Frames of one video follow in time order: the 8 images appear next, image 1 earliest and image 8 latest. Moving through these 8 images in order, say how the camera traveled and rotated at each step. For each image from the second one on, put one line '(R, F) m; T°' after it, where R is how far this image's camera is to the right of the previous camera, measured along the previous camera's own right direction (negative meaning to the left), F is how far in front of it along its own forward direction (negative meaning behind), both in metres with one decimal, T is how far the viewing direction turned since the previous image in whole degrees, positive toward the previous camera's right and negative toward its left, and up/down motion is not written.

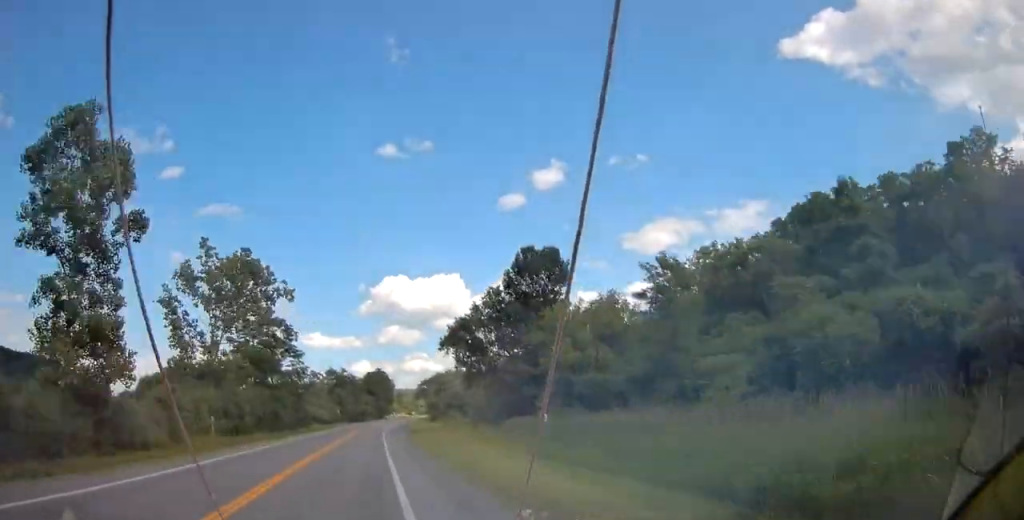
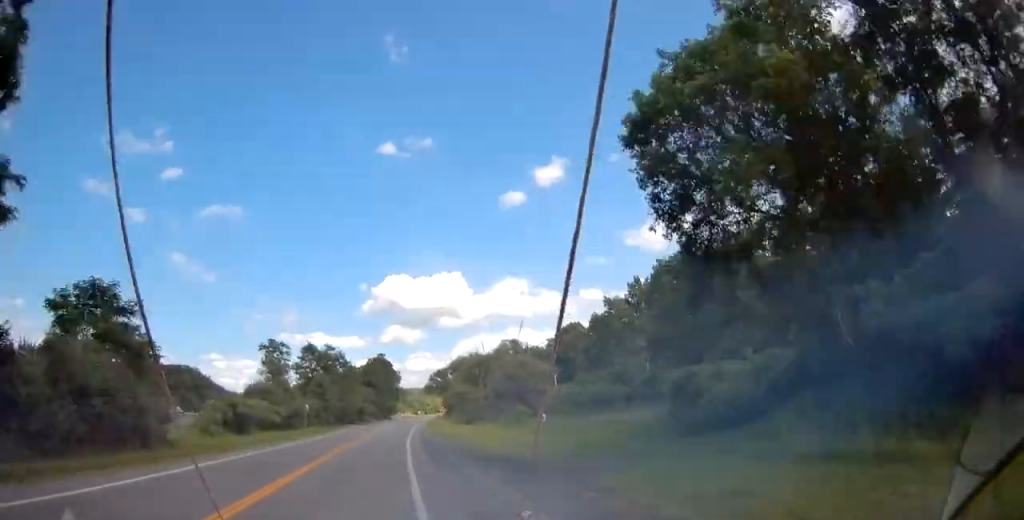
(-0.9, +58.7) m; +1°
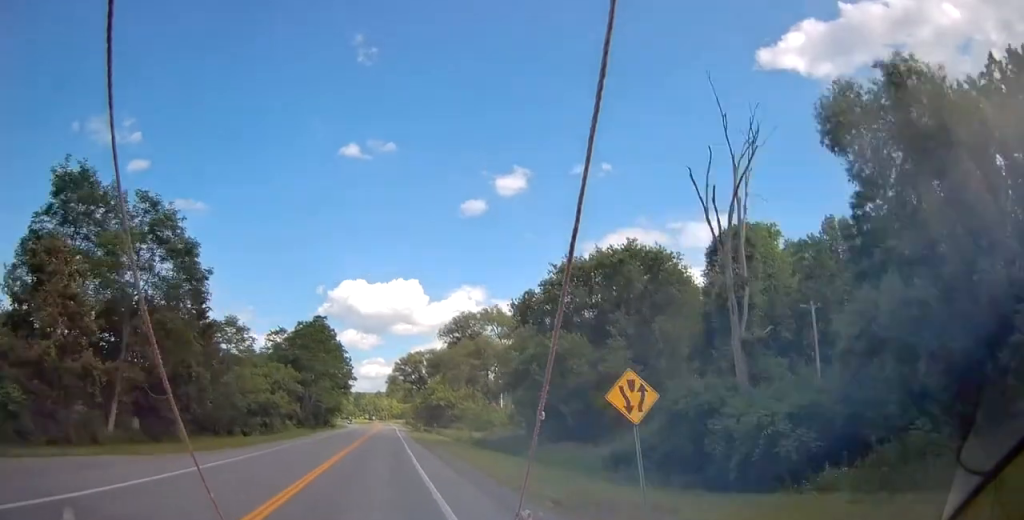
(+2.6, +83.7) m; +2°
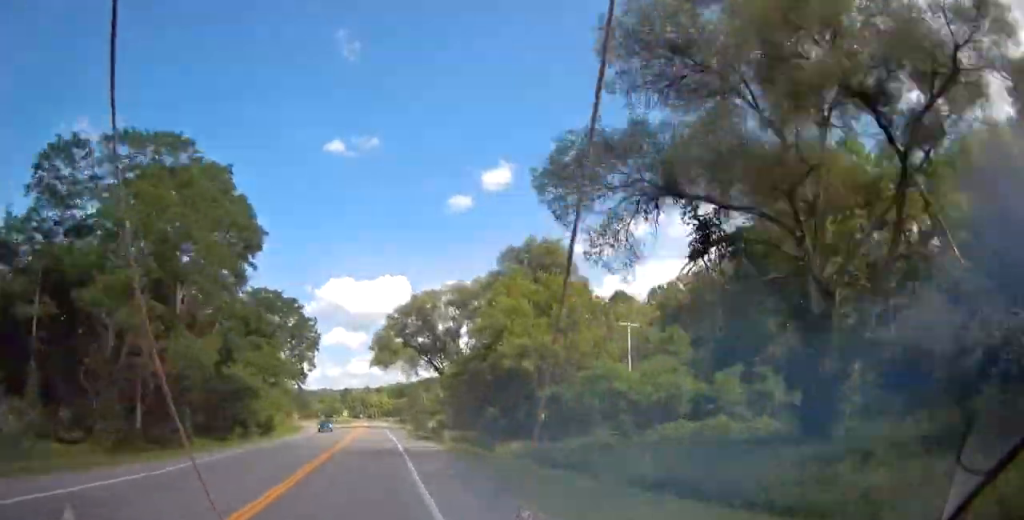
(+1.1, +73.8) m; +1°
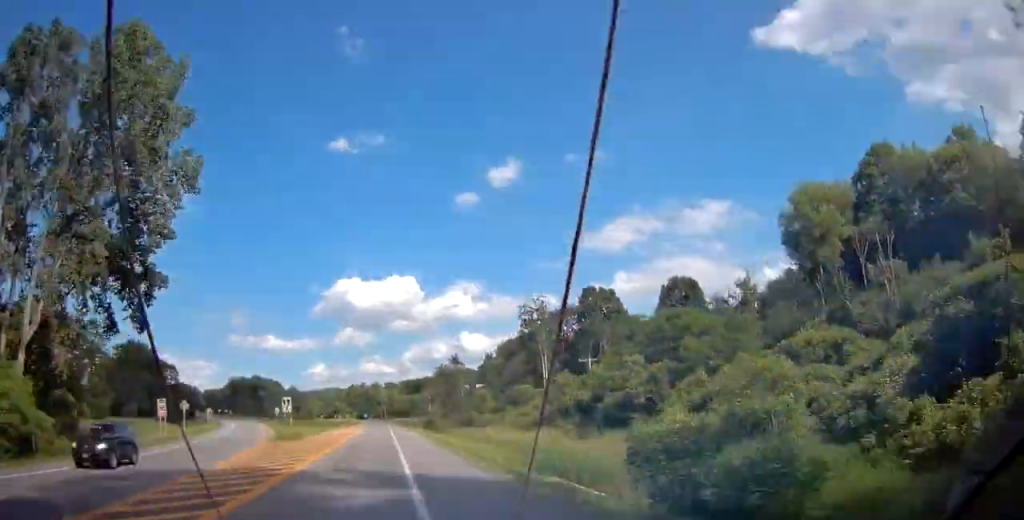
(+0.5, +92.0) m; 0°
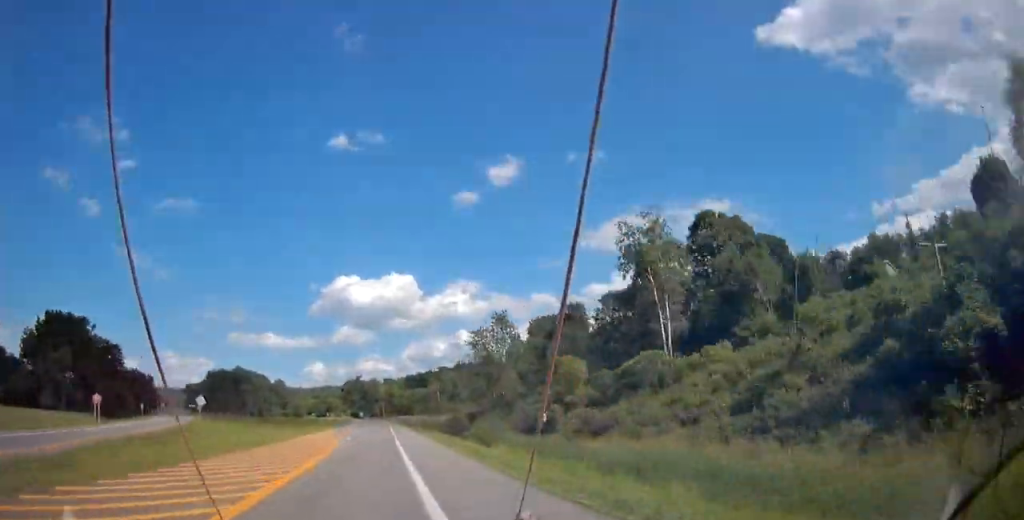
(-0.1, +46.1) m; 0°
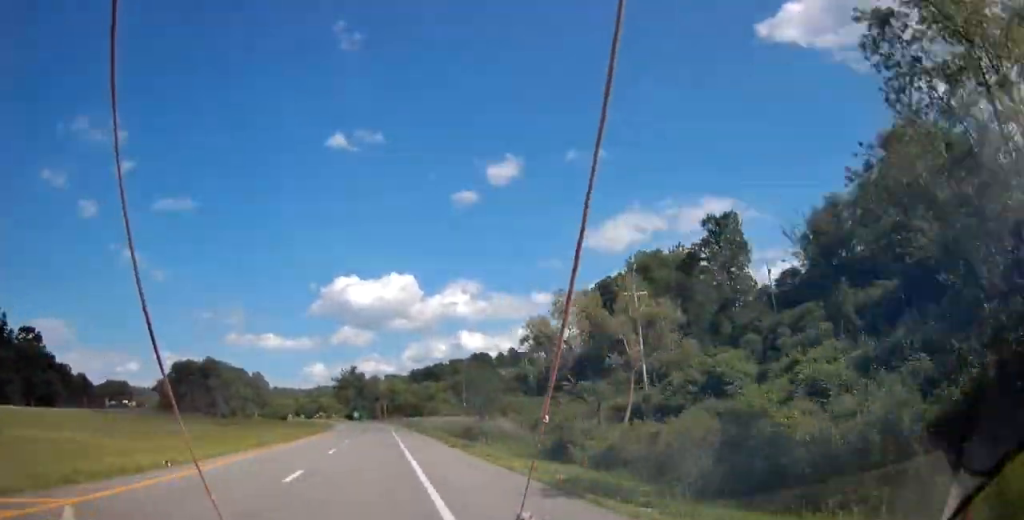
(-0.3, +63.8) m; -1°
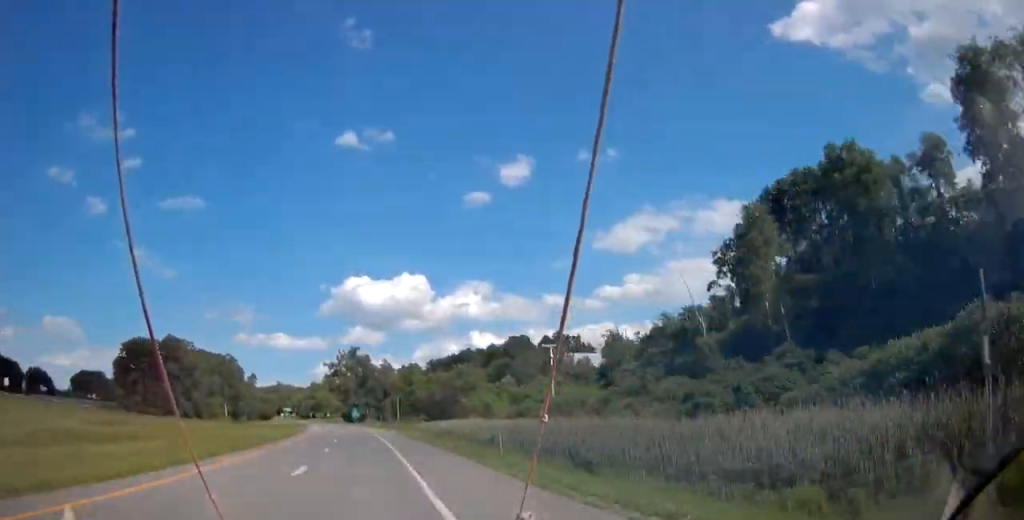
(+0.9, +70.8) m; -2°
